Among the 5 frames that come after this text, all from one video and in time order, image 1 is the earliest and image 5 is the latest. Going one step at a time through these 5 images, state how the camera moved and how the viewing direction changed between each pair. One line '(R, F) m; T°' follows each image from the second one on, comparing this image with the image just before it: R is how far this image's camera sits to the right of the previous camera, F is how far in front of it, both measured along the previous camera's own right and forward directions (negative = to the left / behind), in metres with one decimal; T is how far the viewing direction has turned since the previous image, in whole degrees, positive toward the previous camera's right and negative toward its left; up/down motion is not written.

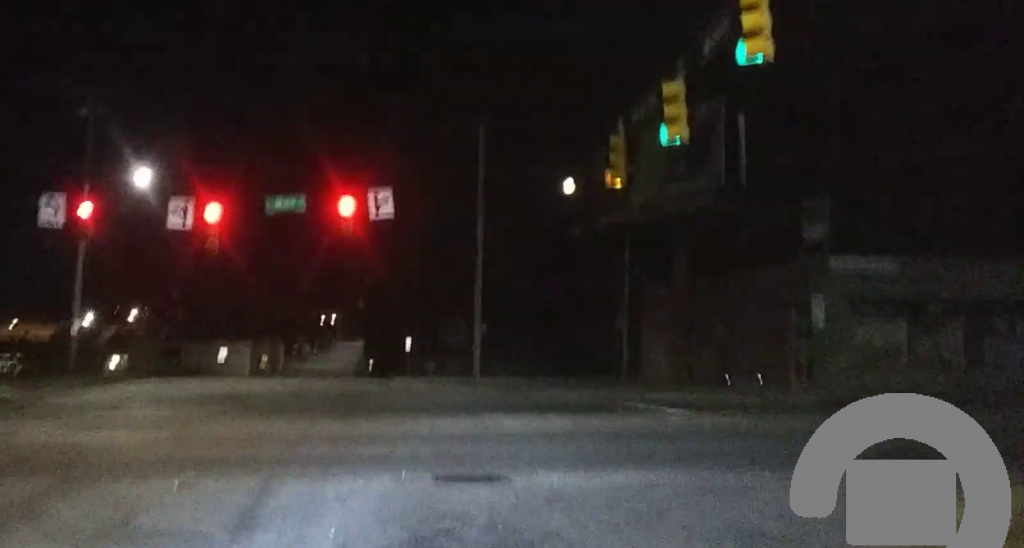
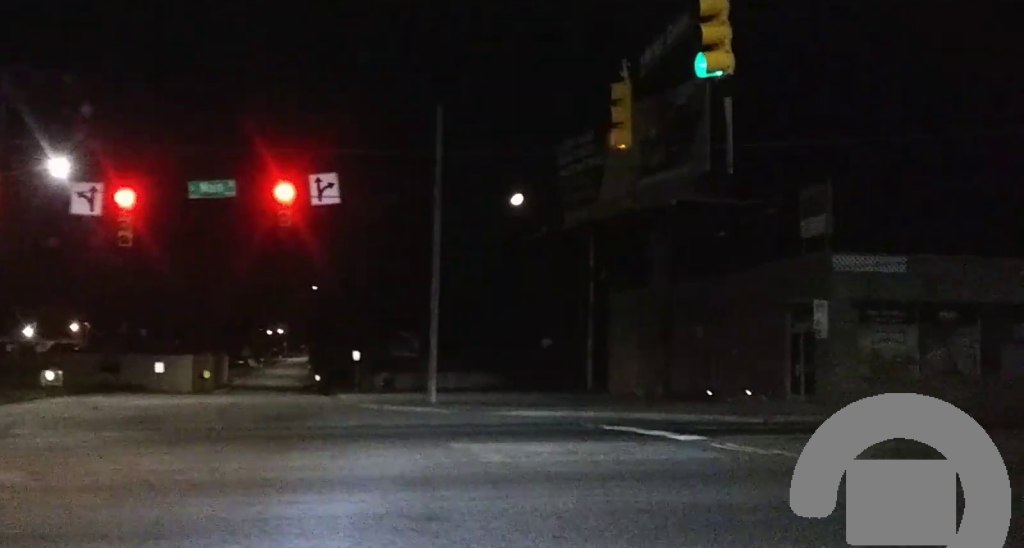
(+0.1, +6.4) m; +5°
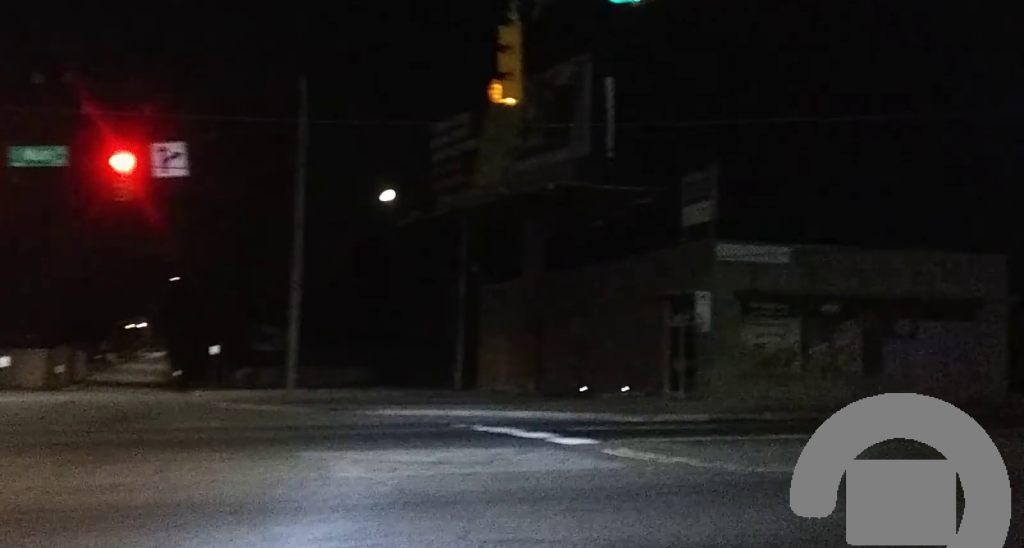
(0.0, +3.1) m; +9°
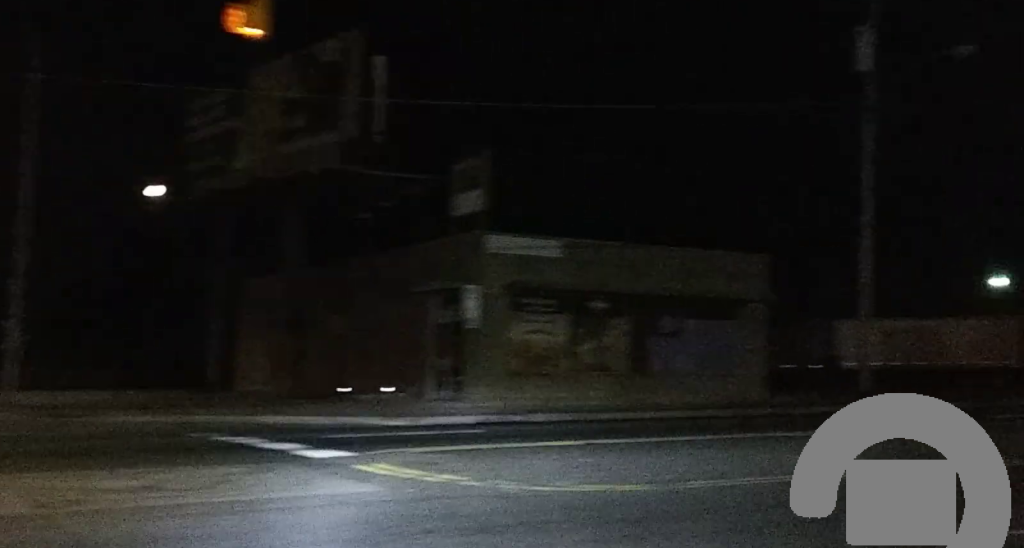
(+0.5, +2.9) m; +17°
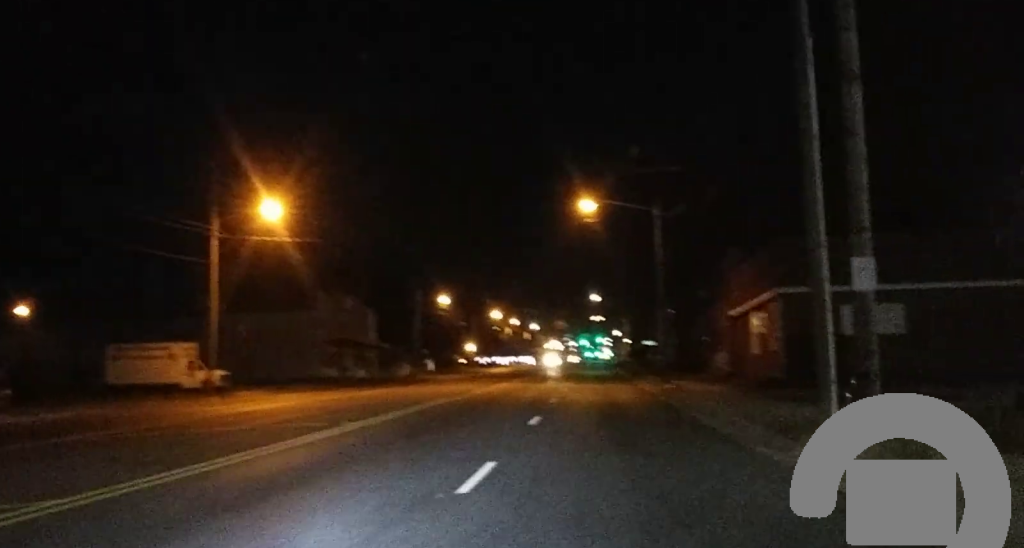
(+4.2, +8.0) m; +44°
